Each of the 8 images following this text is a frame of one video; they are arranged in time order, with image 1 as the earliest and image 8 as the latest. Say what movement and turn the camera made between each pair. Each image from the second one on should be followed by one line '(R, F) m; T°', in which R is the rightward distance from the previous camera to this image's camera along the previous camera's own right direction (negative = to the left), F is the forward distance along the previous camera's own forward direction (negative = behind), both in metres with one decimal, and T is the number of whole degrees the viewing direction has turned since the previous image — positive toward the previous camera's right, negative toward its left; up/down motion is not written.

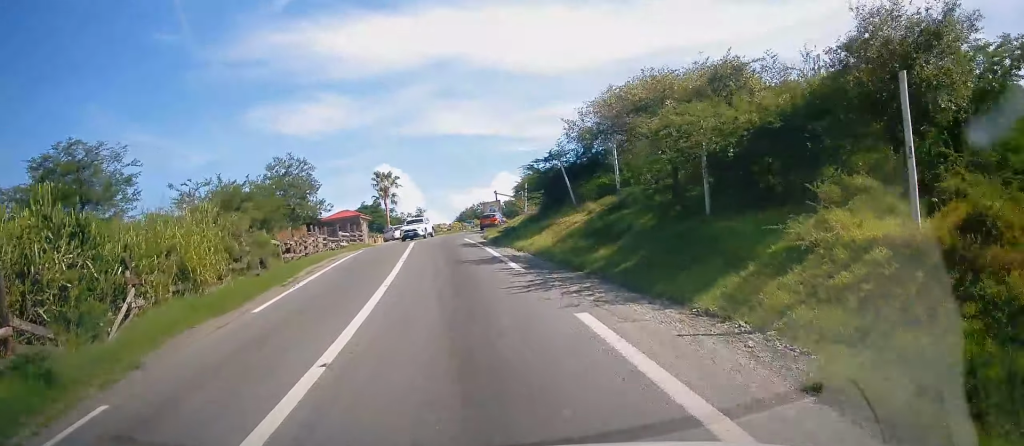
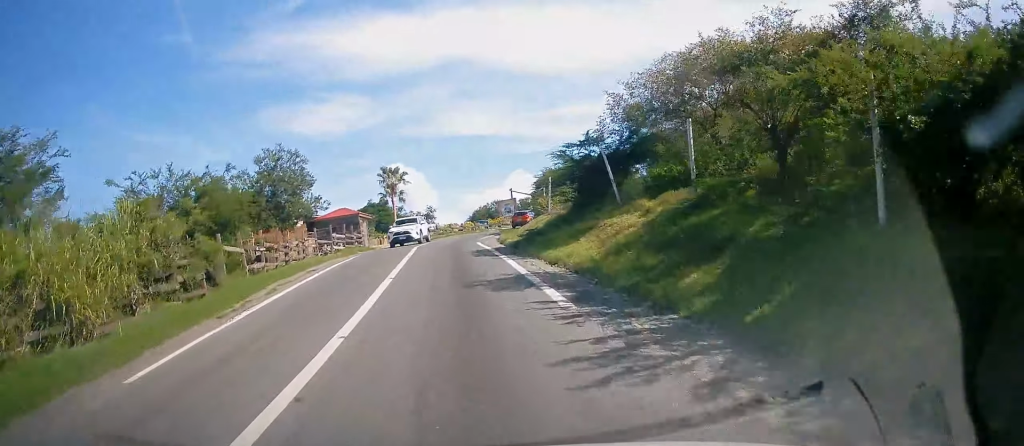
(0.0, +5.3) m; -2°
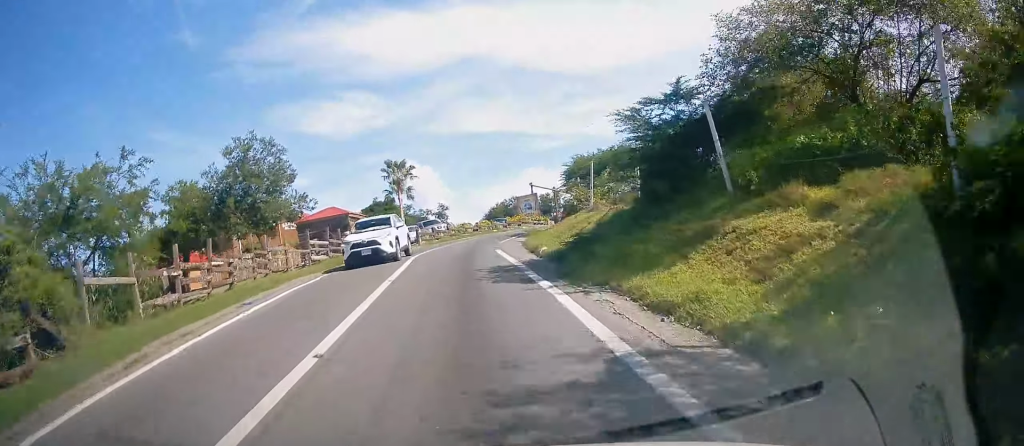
(-0.3, +7.4) m; -1°
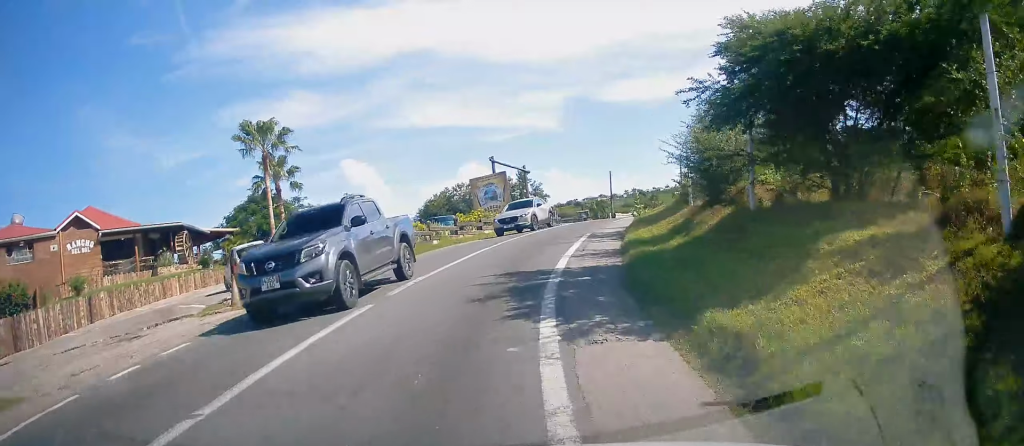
(+0.6, +27.1) m; +5°
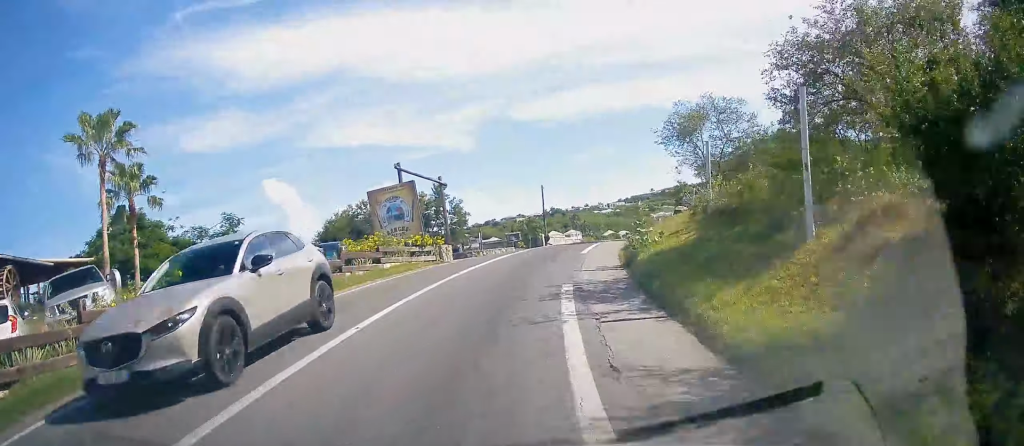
(+0.4, +9.9) m; +6°
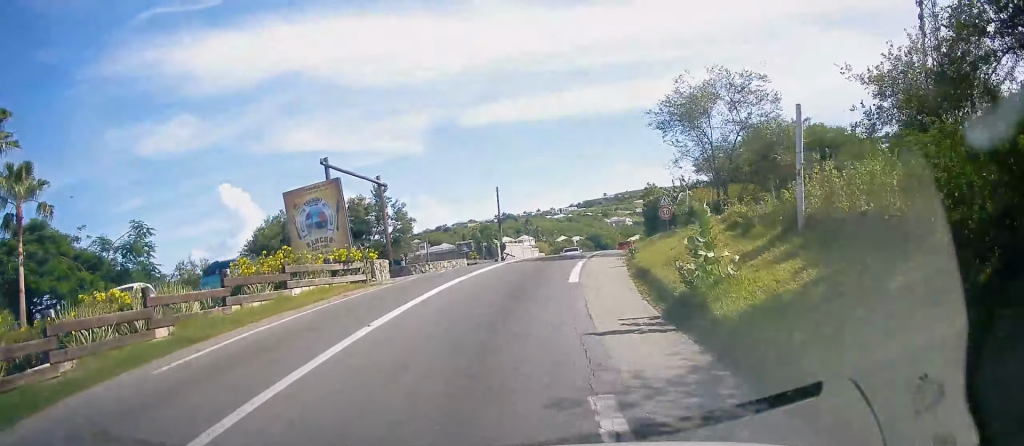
(-0.1, +6.0) m; +5°
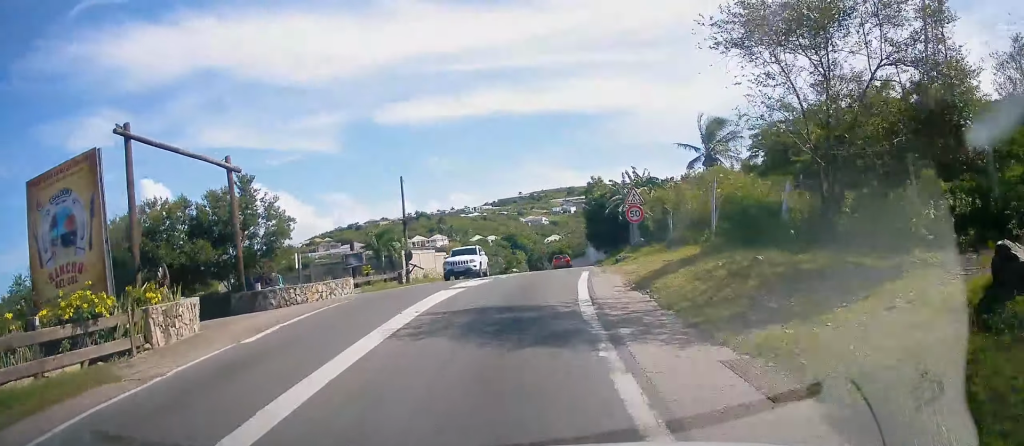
(+1.3, +11.0) m; +11°
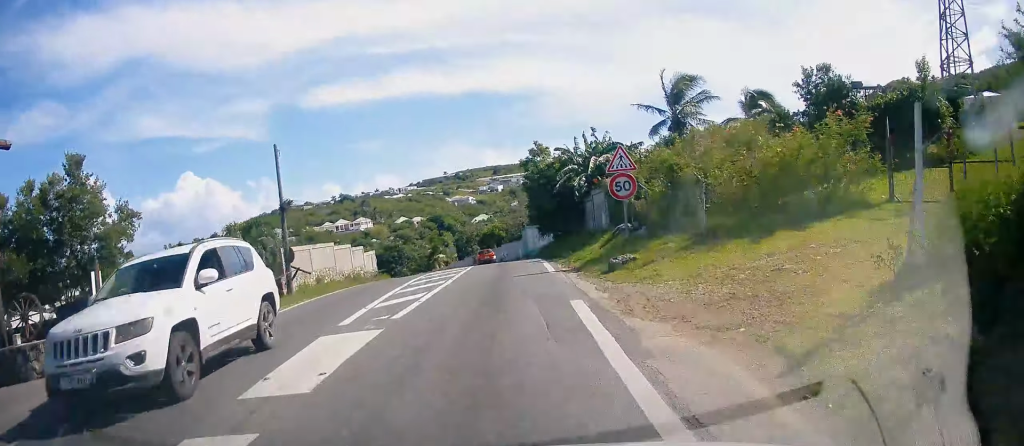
(+0.6, +10.3) m; +6°
